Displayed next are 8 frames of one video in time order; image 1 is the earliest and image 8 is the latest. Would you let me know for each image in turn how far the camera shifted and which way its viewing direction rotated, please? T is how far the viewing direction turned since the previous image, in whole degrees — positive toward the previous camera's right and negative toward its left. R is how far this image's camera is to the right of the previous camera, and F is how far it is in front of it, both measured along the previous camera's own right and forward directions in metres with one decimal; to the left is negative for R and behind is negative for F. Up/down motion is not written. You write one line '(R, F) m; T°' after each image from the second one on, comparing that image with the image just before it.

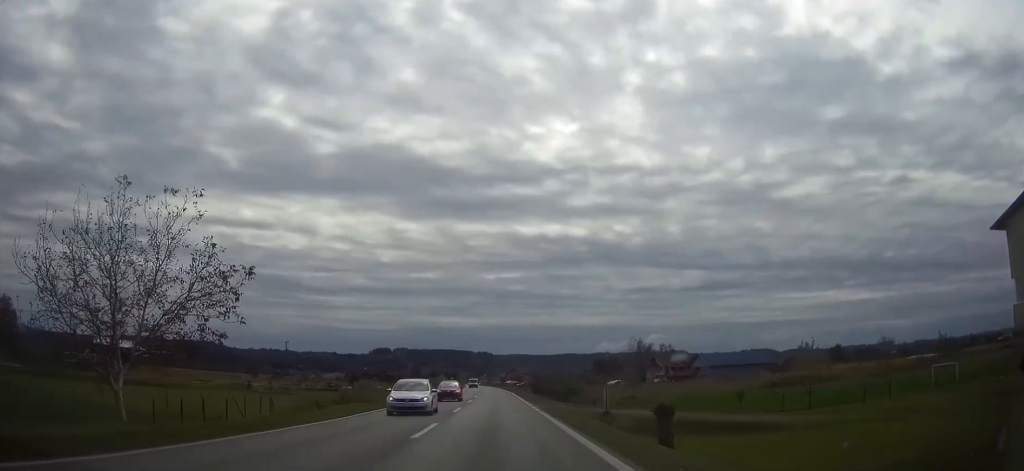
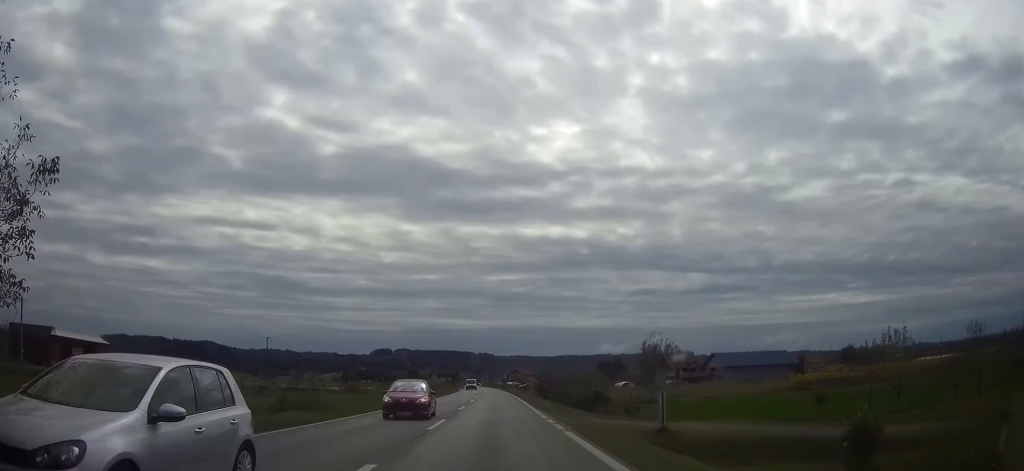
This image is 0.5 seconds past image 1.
(0.0, +10.6) m; 0°
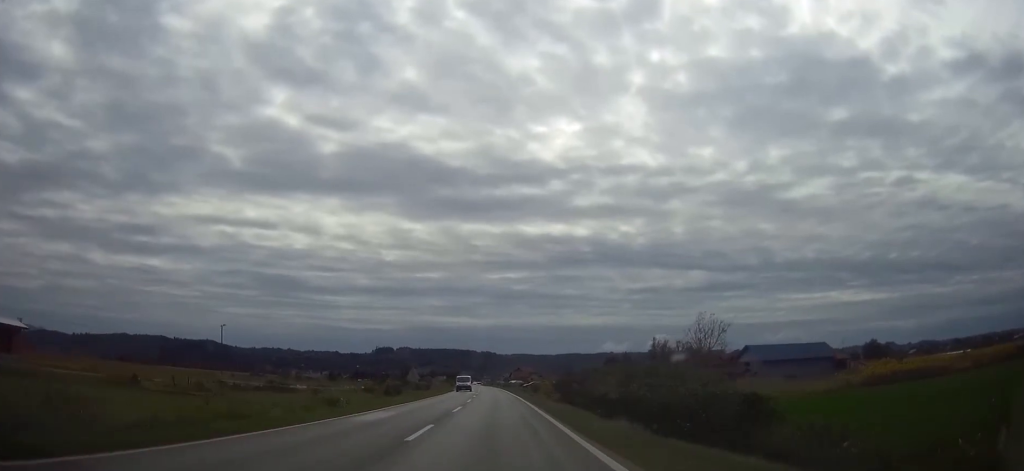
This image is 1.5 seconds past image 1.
(0.0, +19.3) m; 0°
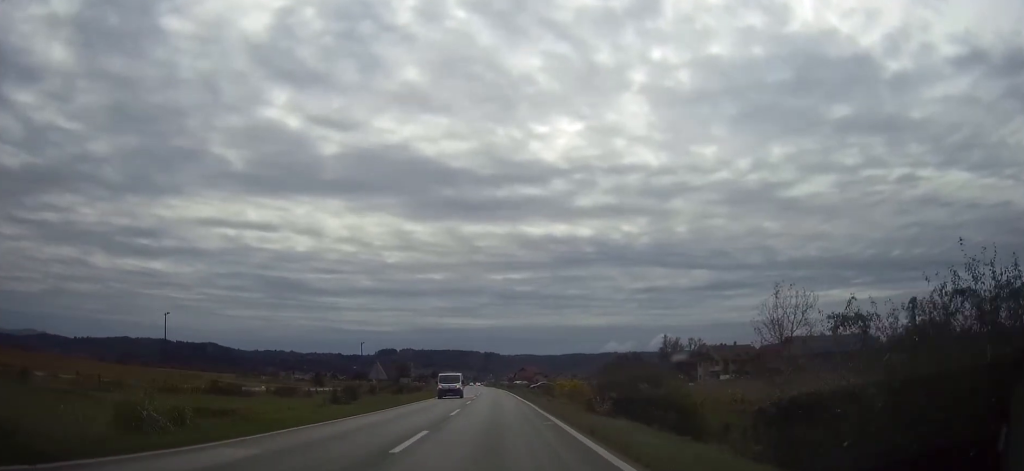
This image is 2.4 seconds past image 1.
(-0.1, +17.7) m; 0°
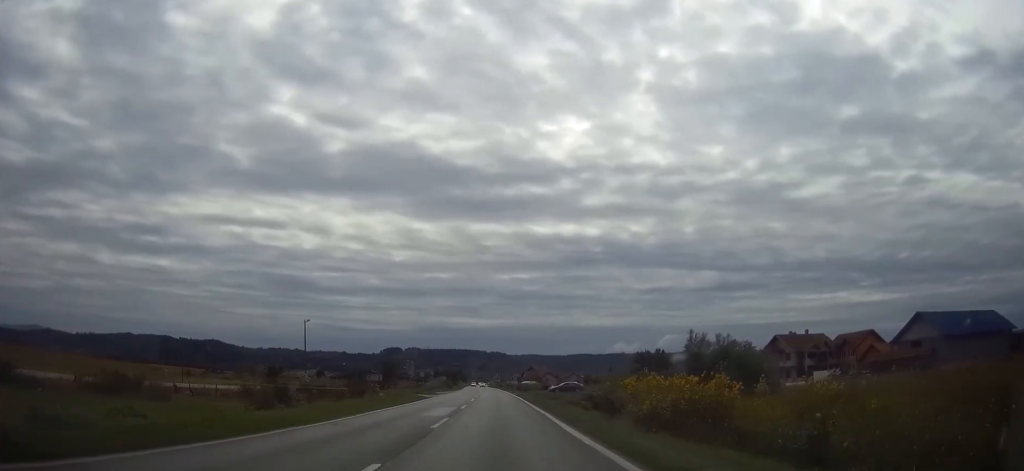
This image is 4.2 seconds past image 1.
(-0.1, +37.0) m; 0°
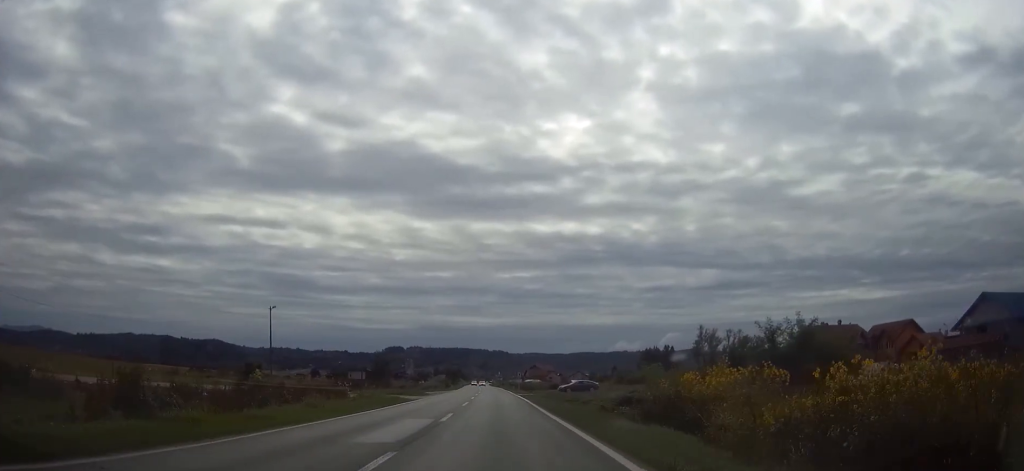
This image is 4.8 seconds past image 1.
(-0.1, +12.6) m; 0°
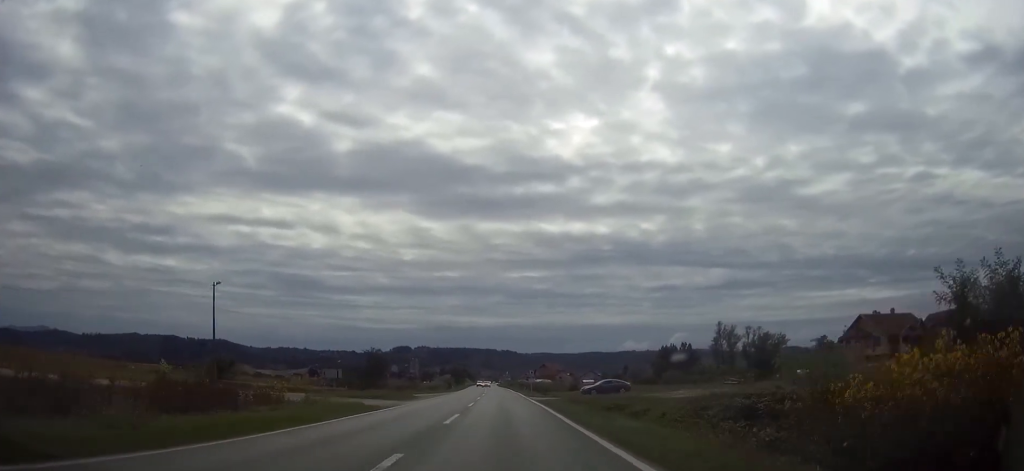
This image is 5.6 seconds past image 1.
(-0.1, +15.1) m; 0°
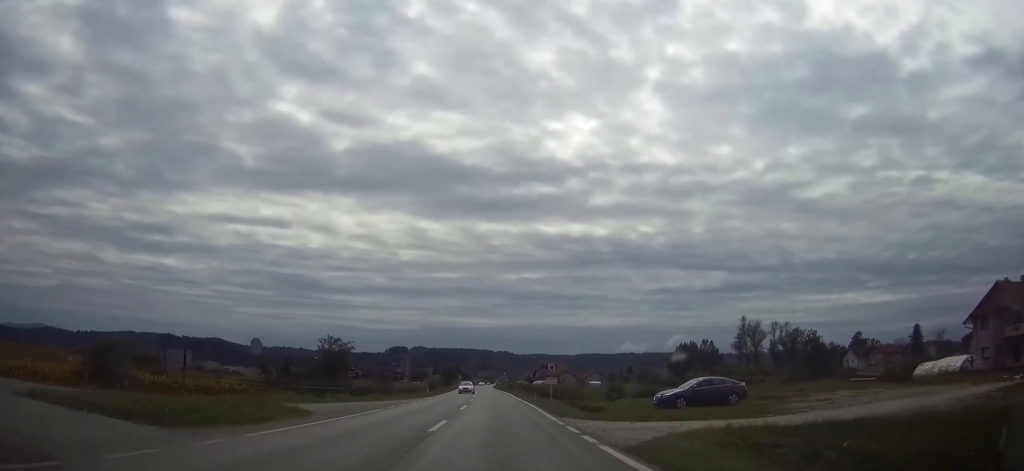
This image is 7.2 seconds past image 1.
(-0.1, +31.0) m; 0°
